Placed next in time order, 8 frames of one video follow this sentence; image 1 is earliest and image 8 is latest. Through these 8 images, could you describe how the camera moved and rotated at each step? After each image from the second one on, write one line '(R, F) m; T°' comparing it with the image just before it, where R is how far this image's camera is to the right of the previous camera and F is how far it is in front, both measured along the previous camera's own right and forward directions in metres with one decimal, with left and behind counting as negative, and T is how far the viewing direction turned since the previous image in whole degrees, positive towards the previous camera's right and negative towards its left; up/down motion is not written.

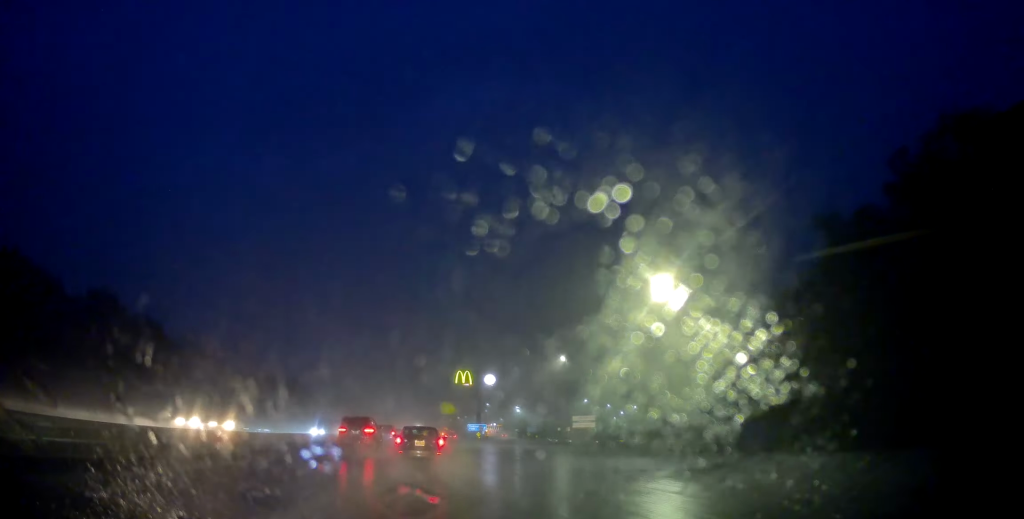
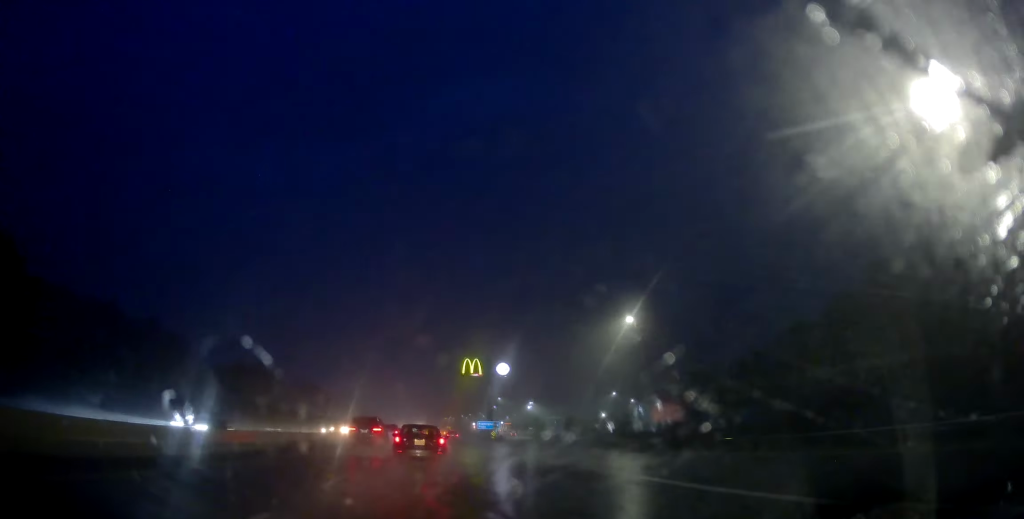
(-0.9, +28.3) m; -2°
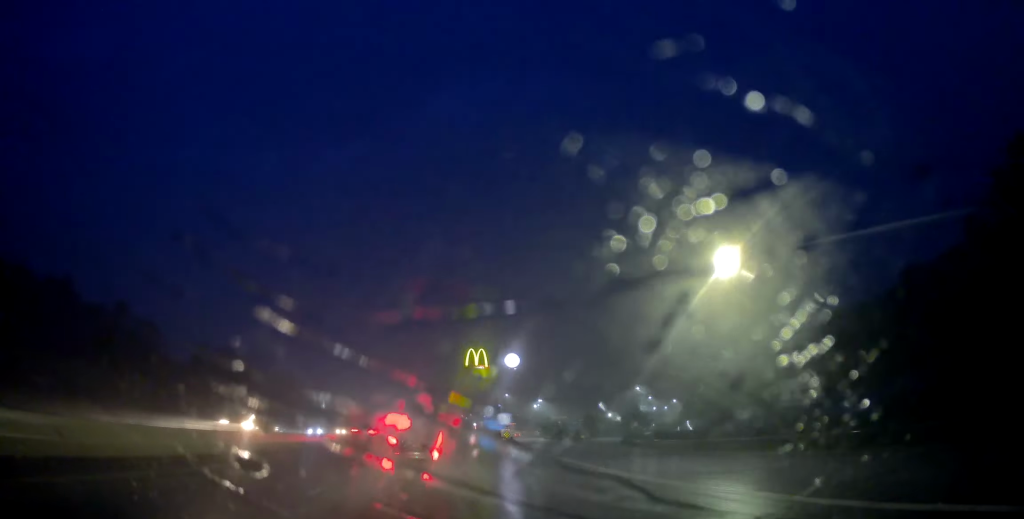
(+0.1, +20.8) m; +1°
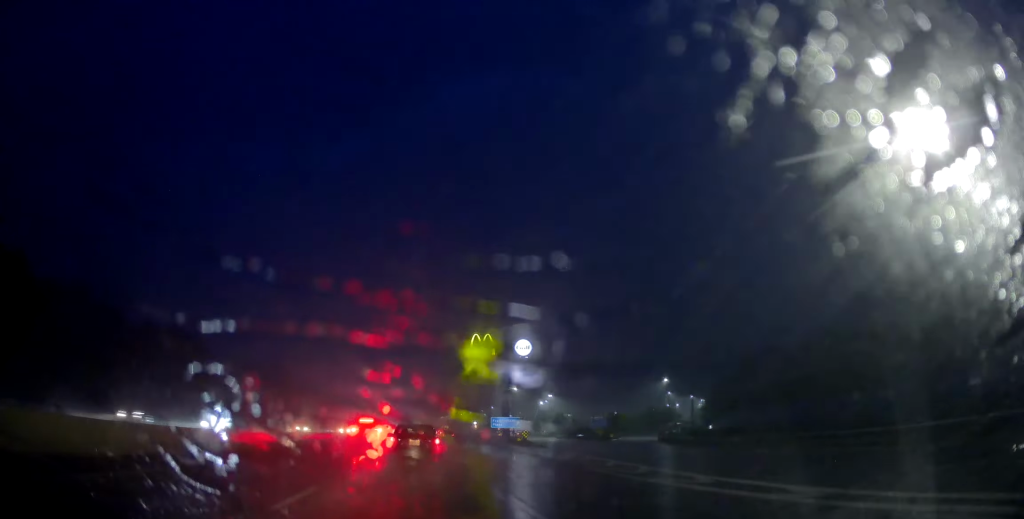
(+0.3, +19.9) m; +1°
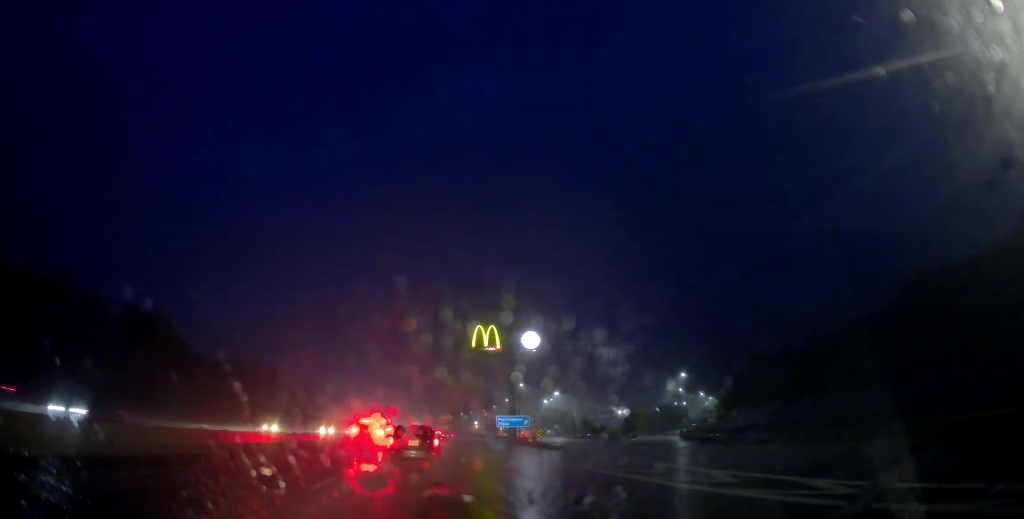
(+0.3, +9.9) m; 0°
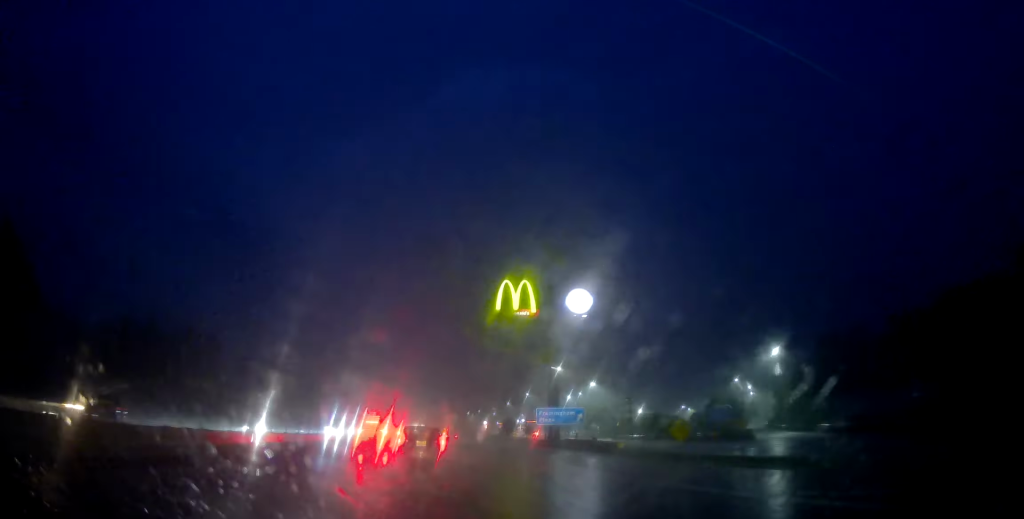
(-0.3, +34.7) m; 0°
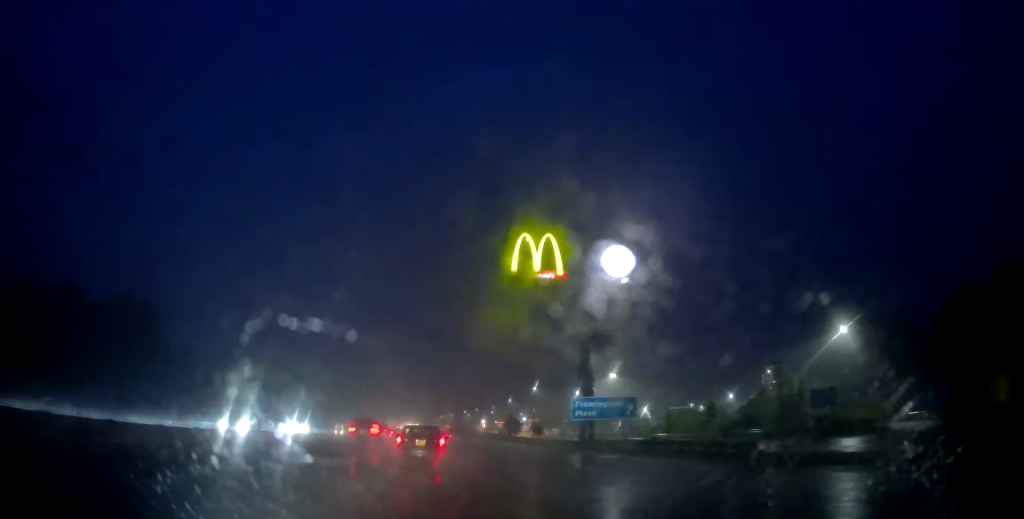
(+0.1, +18.6) m; 0°
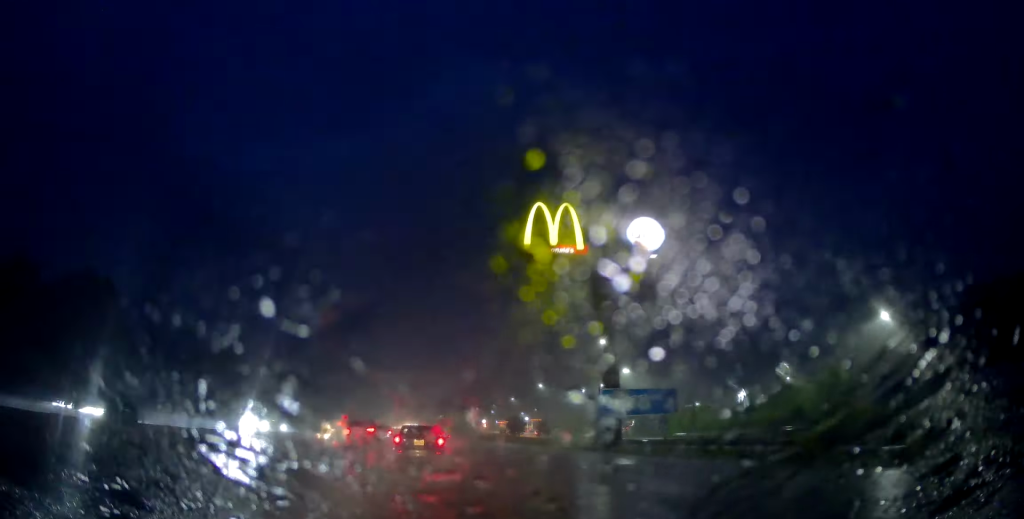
(0.0, +8.5) m; 0°
